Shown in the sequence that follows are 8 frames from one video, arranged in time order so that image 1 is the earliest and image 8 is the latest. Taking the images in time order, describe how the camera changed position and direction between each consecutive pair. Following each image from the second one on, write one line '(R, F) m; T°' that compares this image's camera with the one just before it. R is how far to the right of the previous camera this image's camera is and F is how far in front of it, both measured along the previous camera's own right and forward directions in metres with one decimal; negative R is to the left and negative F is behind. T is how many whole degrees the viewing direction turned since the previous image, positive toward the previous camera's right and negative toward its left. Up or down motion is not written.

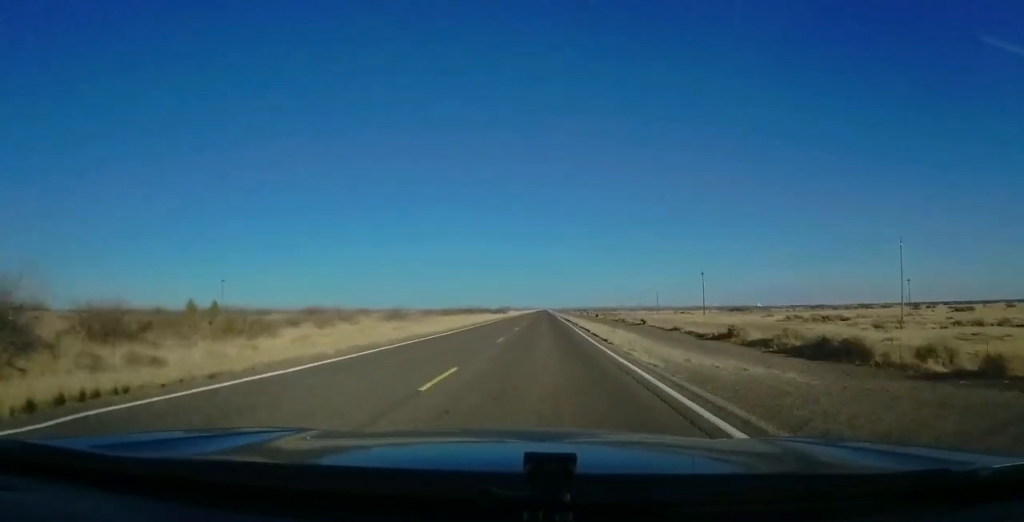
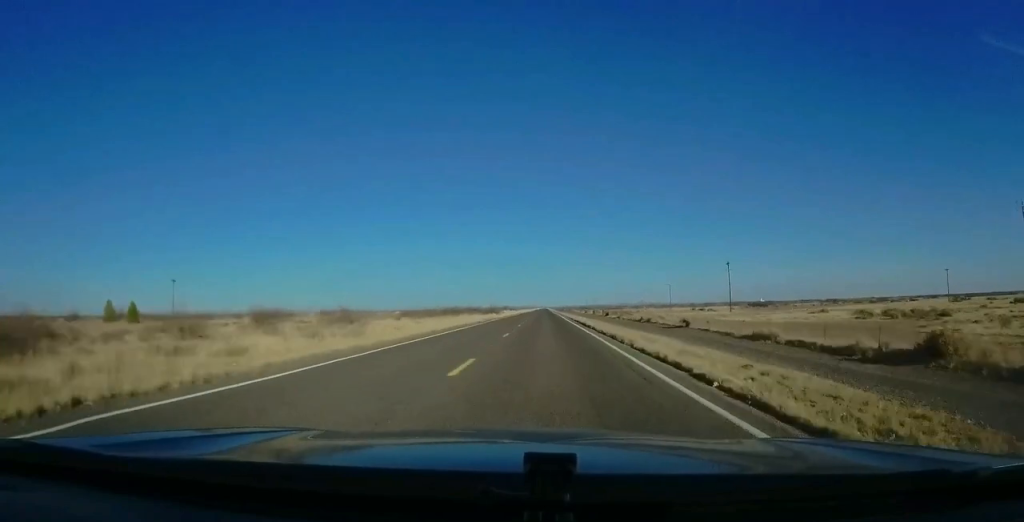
(0.0, +22.7) m; 0°
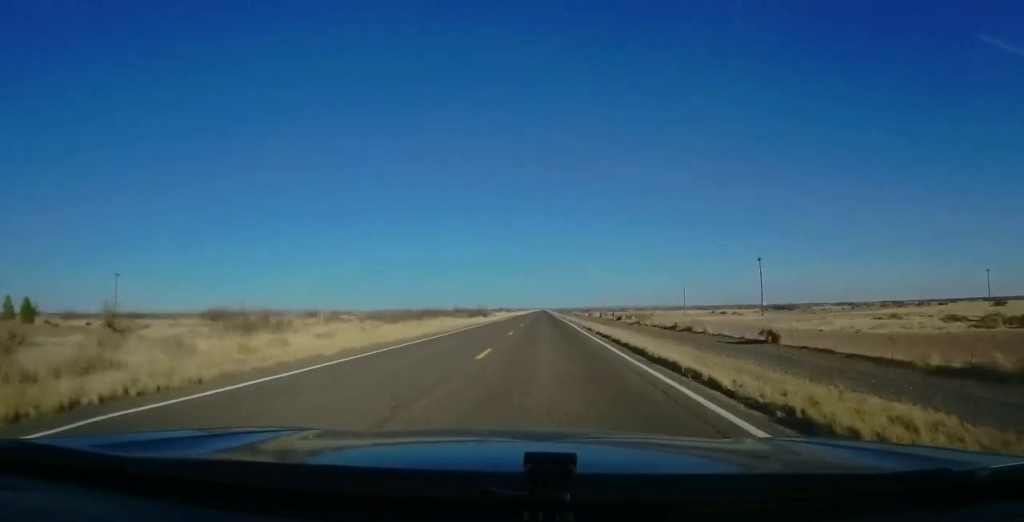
(0.0, +20.7) m; 0°
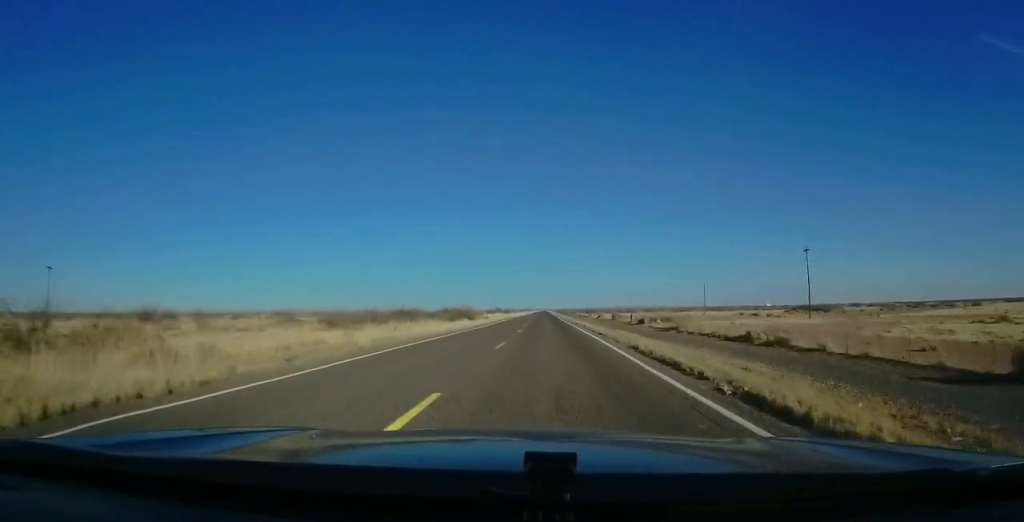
(0.0, +20.7) m; 0°
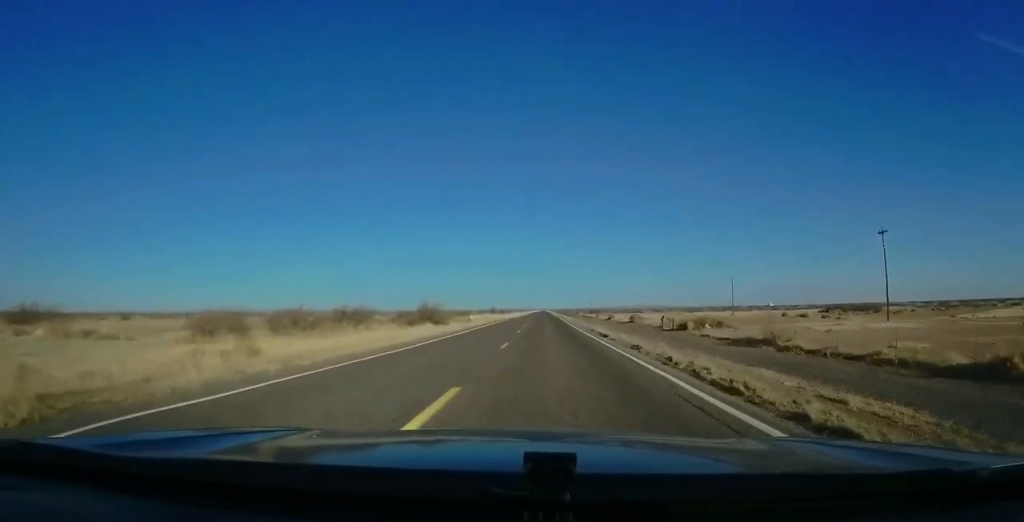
(0.0, +23.6) m; +1°
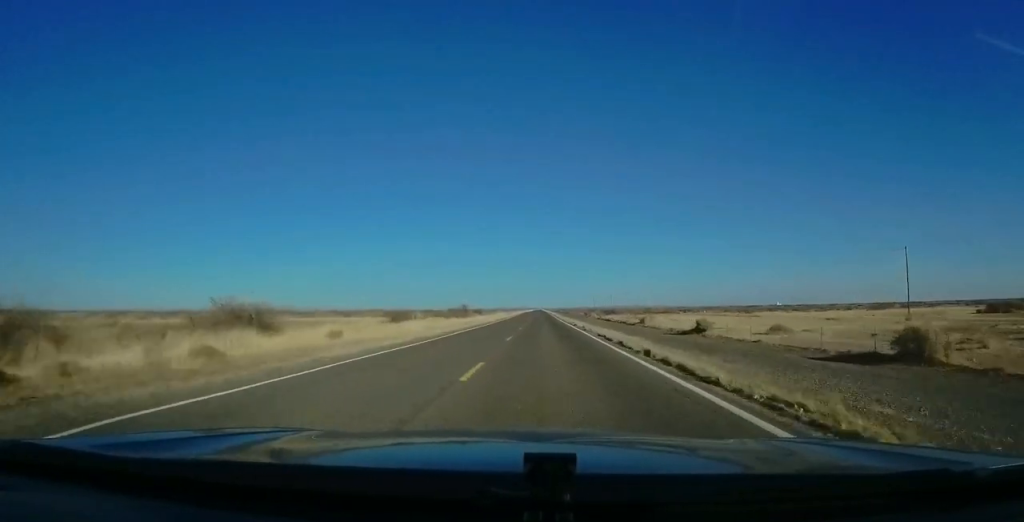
(+0.2, +68.9) m; -1°
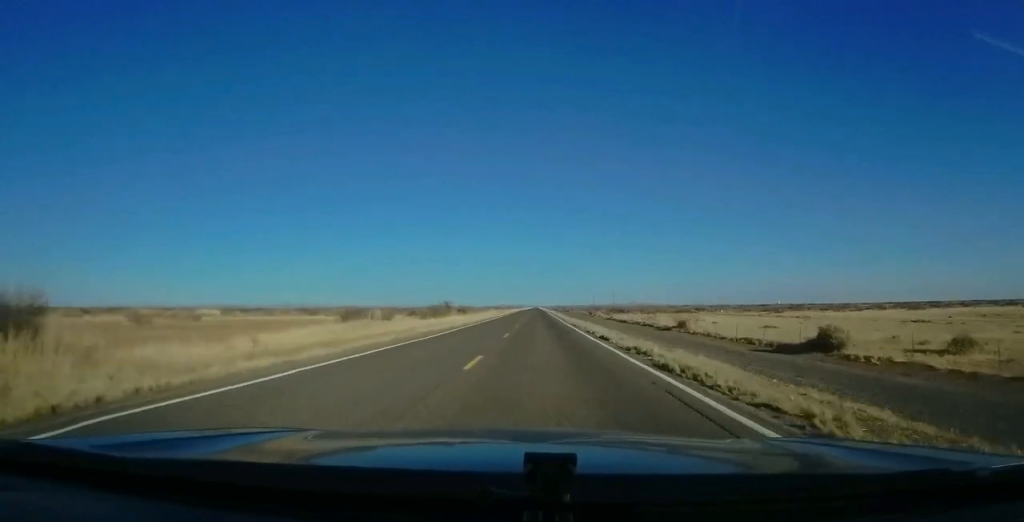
(0.0, +22.7) m; 0°
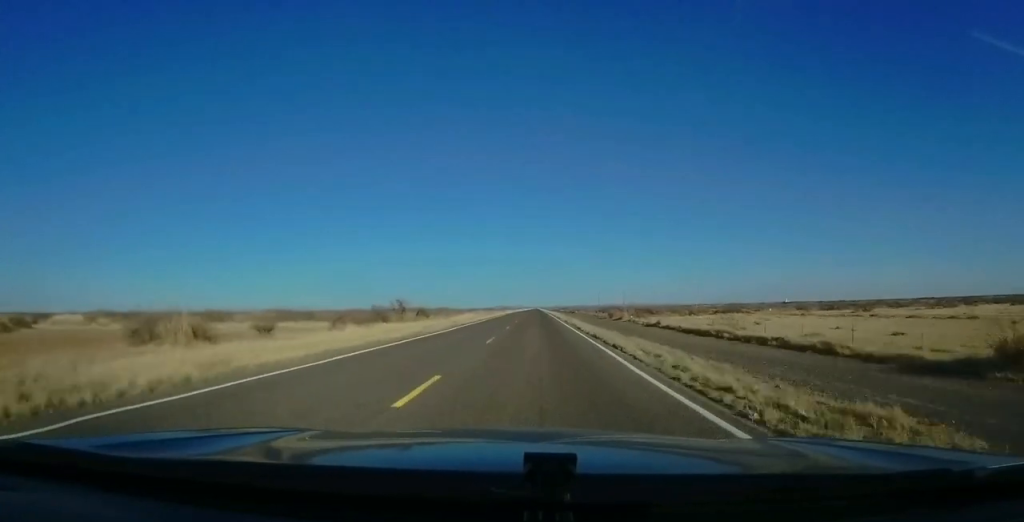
(0.0, +40.7) m; +1°
